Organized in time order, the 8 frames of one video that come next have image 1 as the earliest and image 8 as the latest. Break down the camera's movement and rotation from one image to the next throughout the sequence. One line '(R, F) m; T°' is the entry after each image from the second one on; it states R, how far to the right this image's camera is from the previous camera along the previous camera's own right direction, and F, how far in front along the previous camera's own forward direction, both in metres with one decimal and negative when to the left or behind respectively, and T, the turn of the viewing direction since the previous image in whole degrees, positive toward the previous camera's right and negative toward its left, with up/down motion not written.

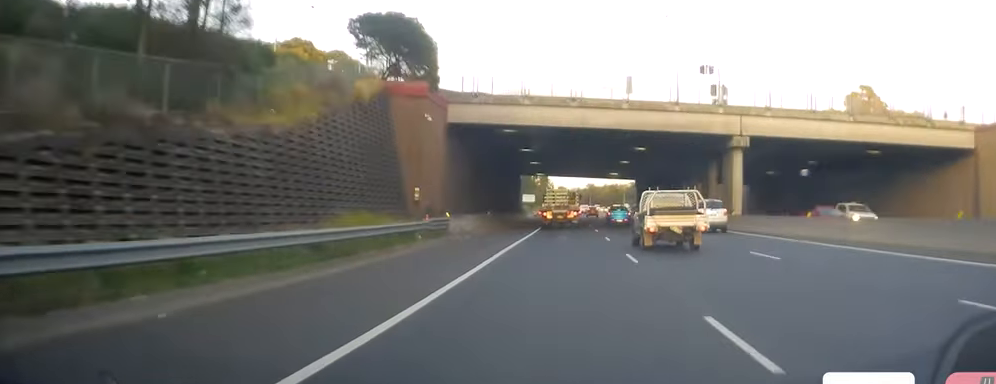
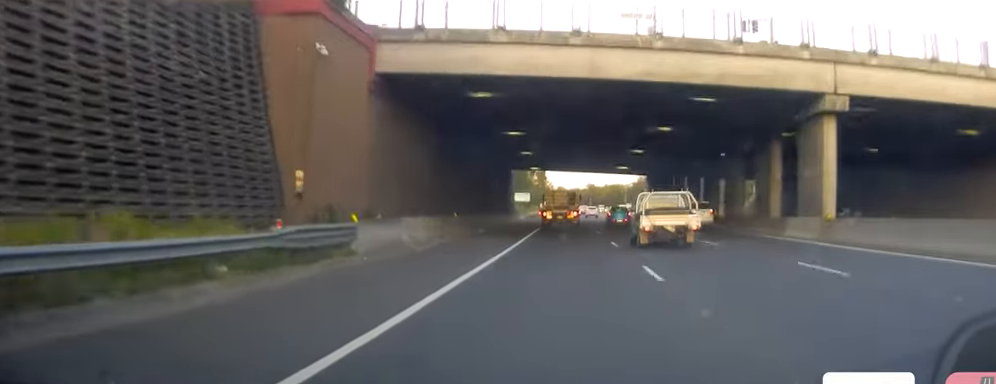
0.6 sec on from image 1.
(-0.1, +16.4) m; 0°
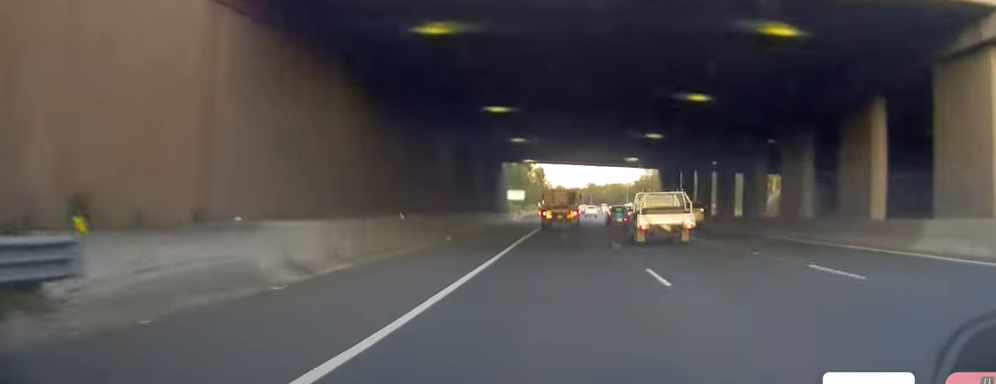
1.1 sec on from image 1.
(+0.3, +12.7) m; 0°
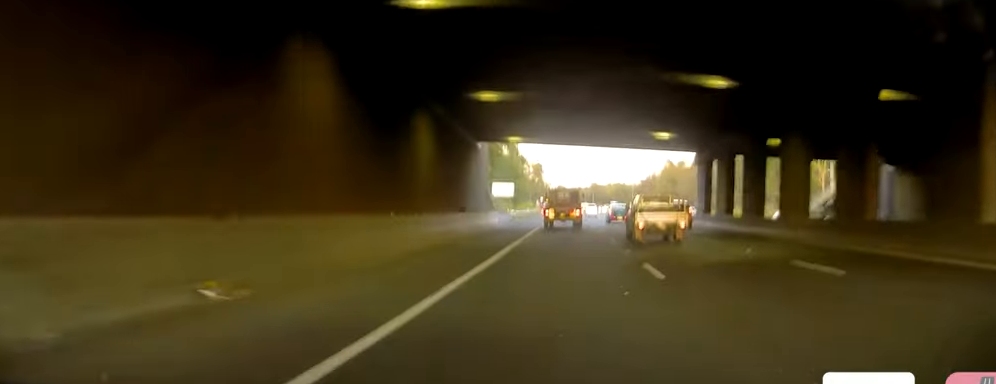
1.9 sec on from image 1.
(0.0, +22.7) m; 0°
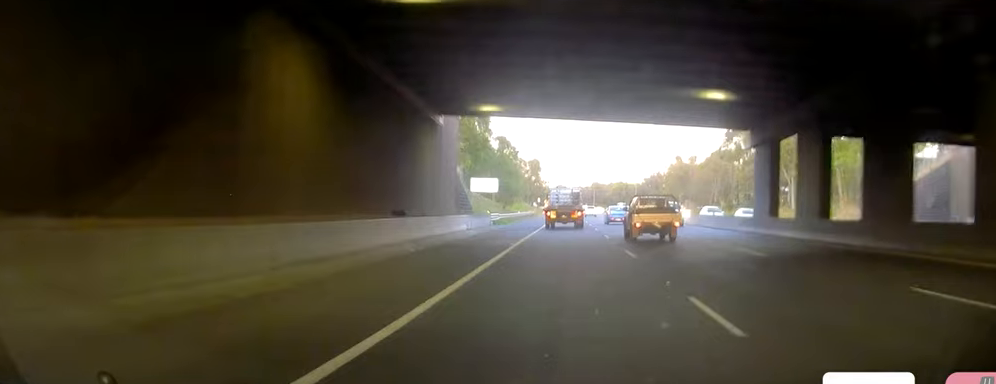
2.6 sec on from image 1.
(-0.2, +17.9) m; -1°
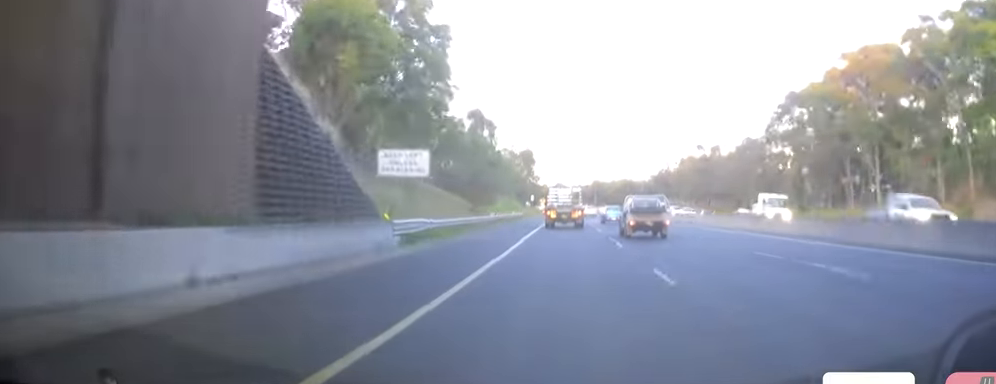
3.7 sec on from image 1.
(-0.3, +29.9) m; -2°
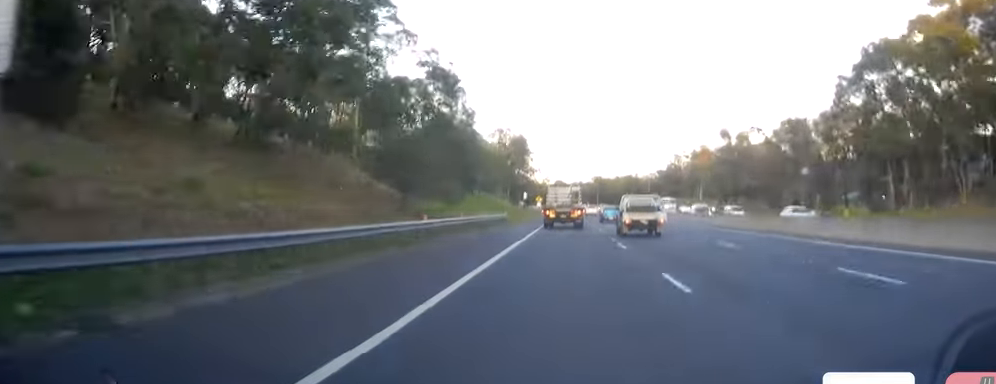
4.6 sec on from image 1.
(-0.7, +25.8) m; 0°
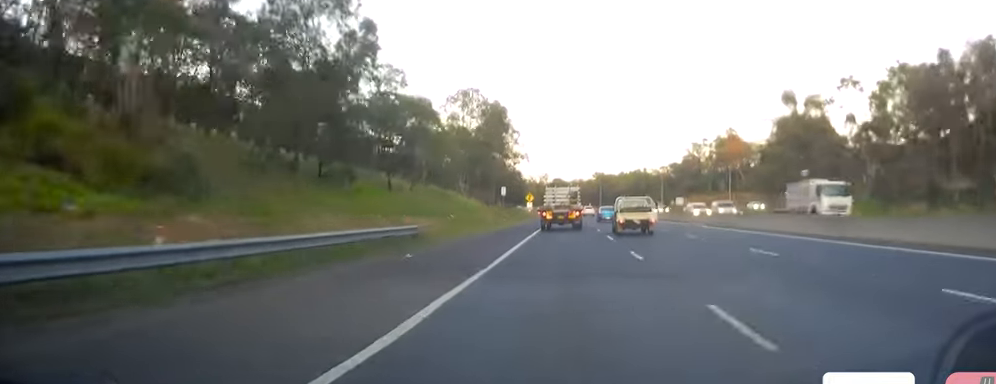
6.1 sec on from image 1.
(+0.9, +41.6) m; +2°
